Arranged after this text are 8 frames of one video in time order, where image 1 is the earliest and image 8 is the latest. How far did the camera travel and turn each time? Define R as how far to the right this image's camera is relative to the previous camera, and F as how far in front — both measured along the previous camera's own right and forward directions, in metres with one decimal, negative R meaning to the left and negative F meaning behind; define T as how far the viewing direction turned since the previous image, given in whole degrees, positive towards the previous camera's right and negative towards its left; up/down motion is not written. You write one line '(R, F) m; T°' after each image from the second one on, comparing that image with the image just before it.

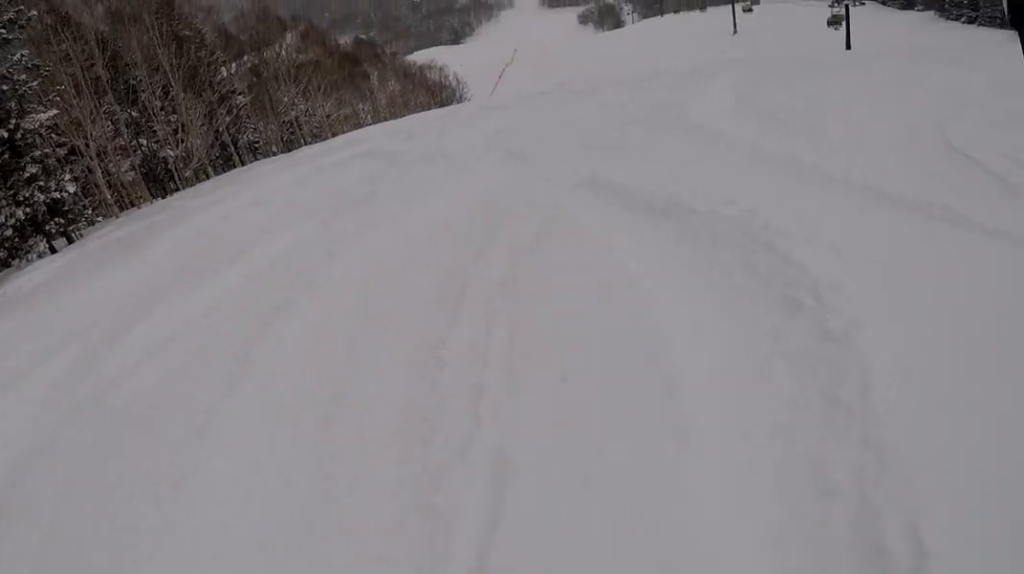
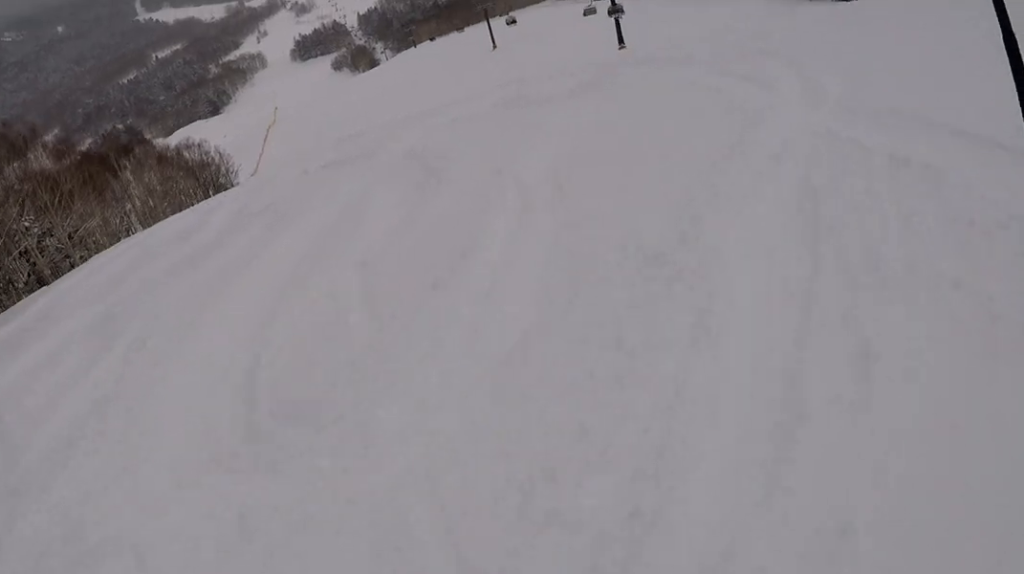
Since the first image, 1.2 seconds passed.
(+3.1, +6.9) m; +40°
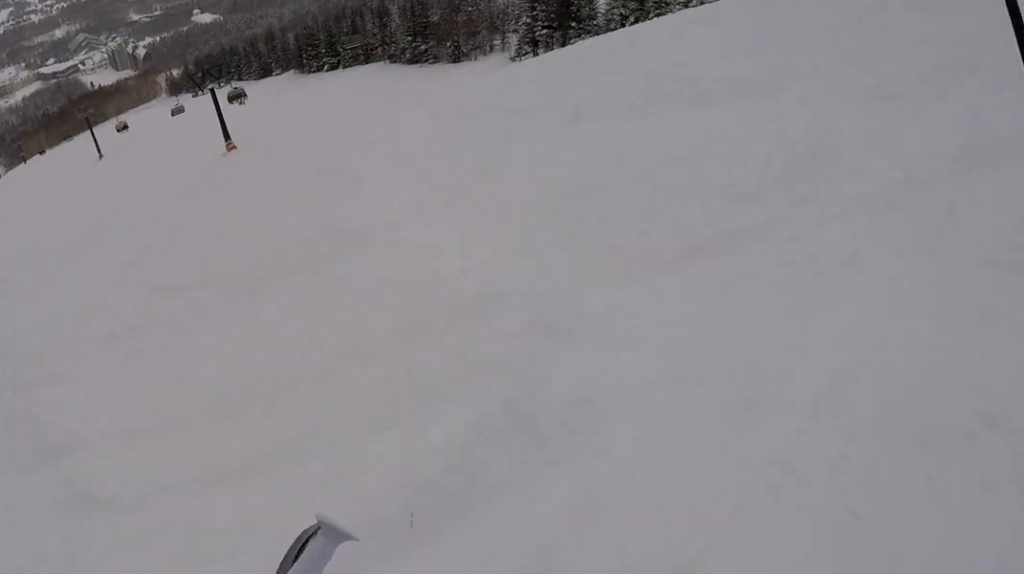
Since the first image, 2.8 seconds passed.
(+3.6, +8.8) m; +27°
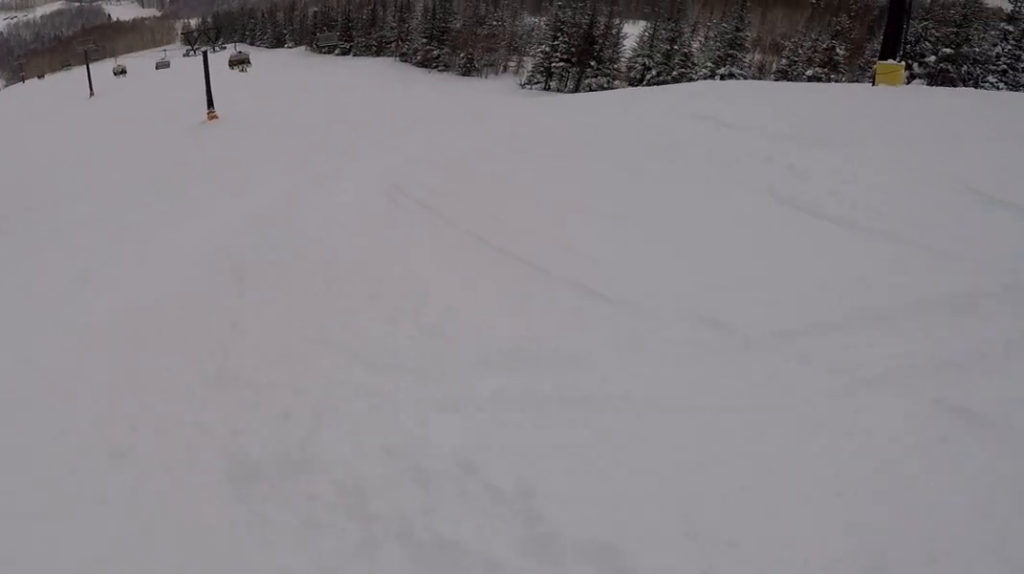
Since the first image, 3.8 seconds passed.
(-0.6, +5.4) m; +3°
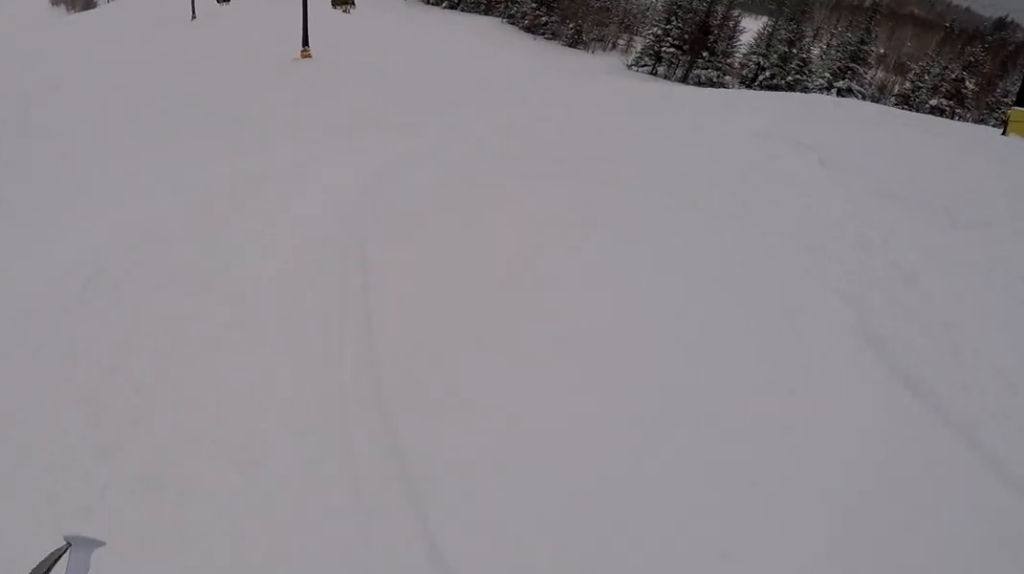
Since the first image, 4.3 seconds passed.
(+0.2, +2.4) m; -8°
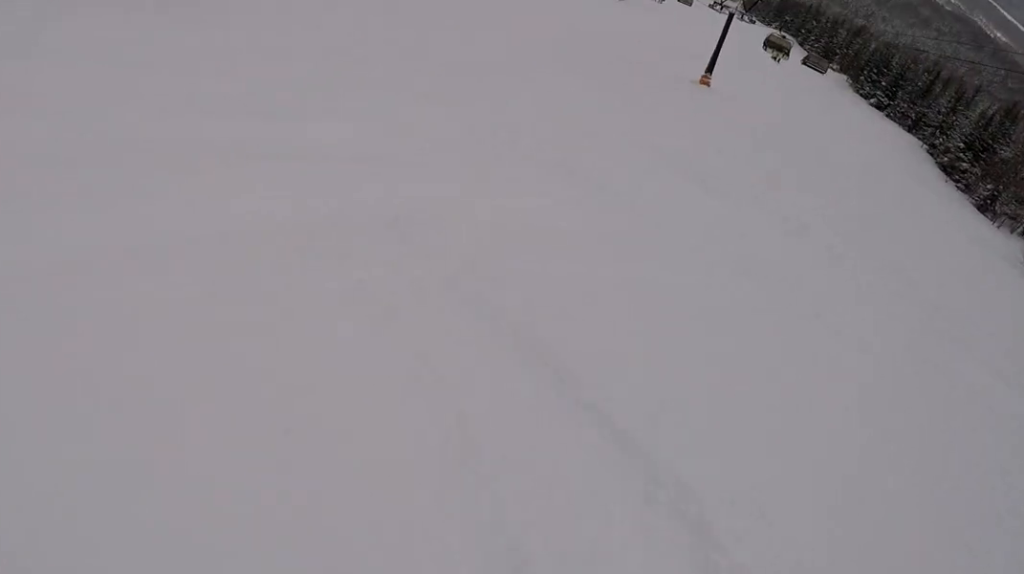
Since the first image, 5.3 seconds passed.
(-0.2, +4.1) m; -36°
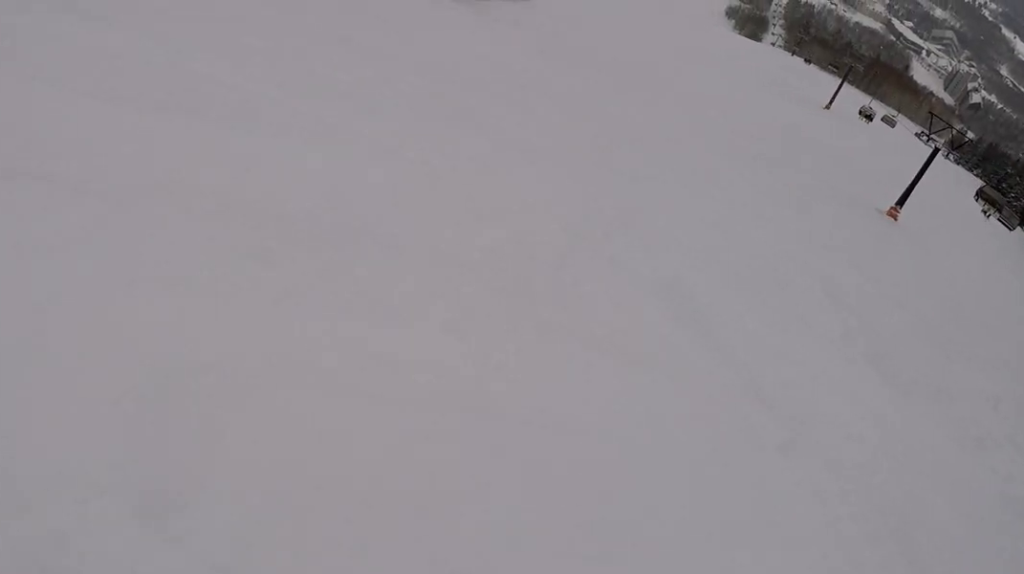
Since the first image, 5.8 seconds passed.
(-1.1, +2.1) m; -26°
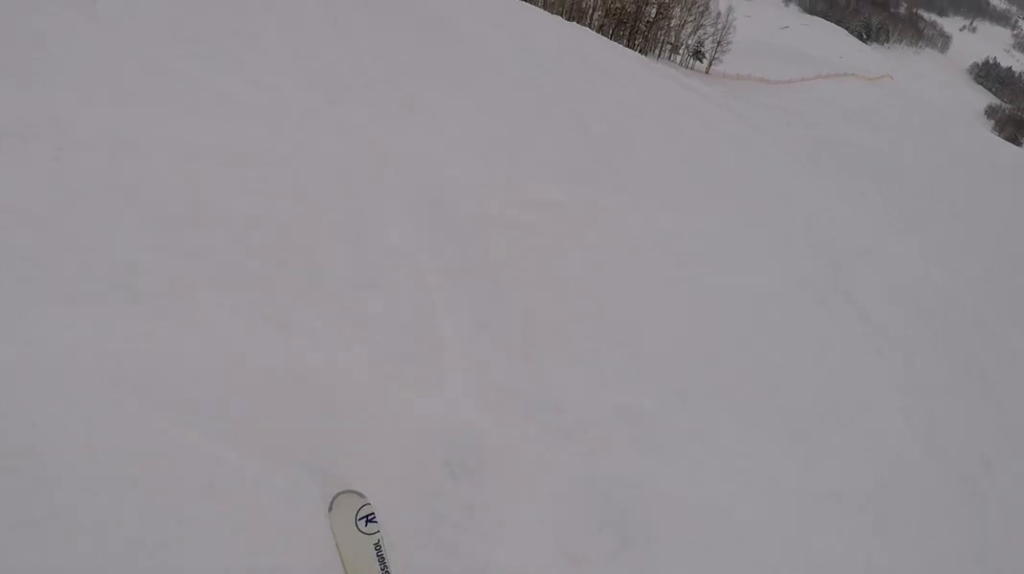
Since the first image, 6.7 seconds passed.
(-0.8, +4.5) m; -24°
